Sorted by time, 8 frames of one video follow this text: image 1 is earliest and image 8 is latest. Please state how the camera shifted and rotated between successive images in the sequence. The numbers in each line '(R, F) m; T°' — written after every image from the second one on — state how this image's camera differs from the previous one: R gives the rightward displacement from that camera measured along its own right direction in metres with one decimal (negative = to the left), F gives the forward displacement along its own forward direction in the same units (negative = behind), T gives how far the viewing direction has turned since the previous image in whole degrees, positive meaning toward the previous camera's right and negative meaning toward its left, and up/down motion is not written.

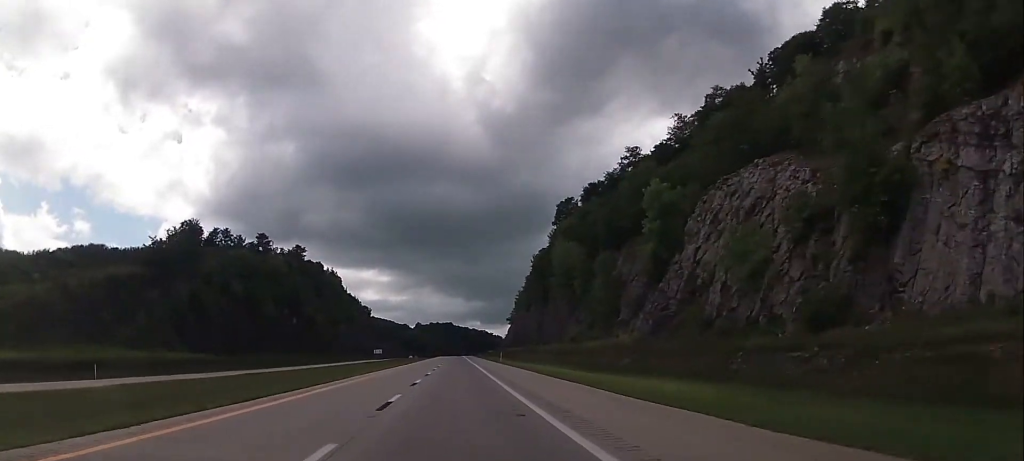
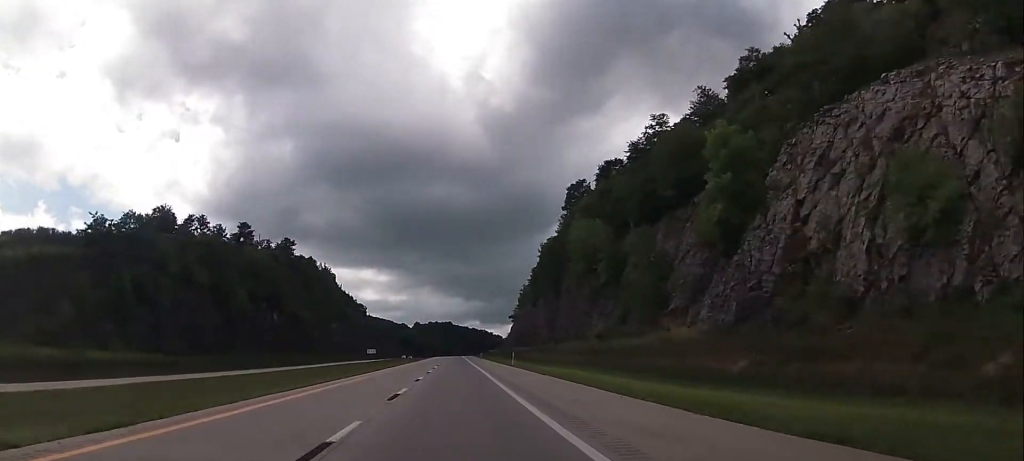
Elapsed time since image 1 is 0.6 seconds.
(0.0, +20.9) m; 0°
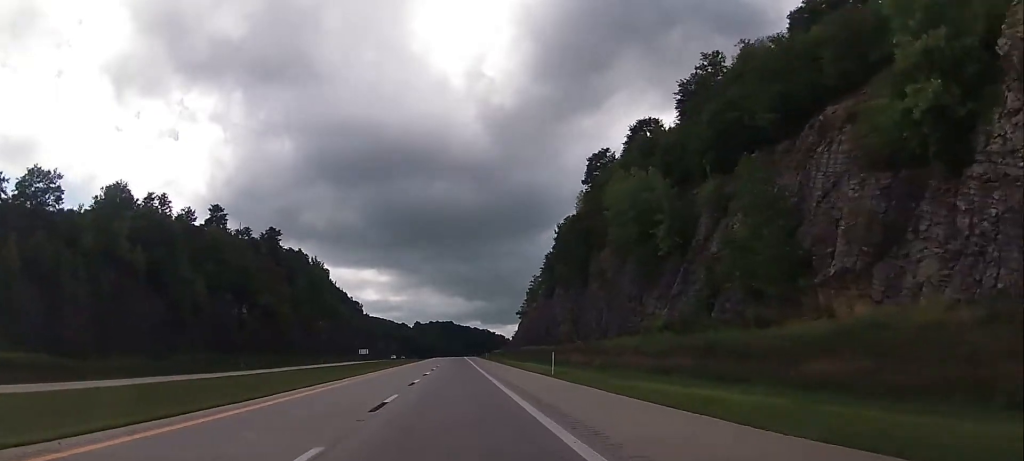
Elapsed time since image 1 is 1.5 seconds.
(+0.2, +28.5) m; 0°
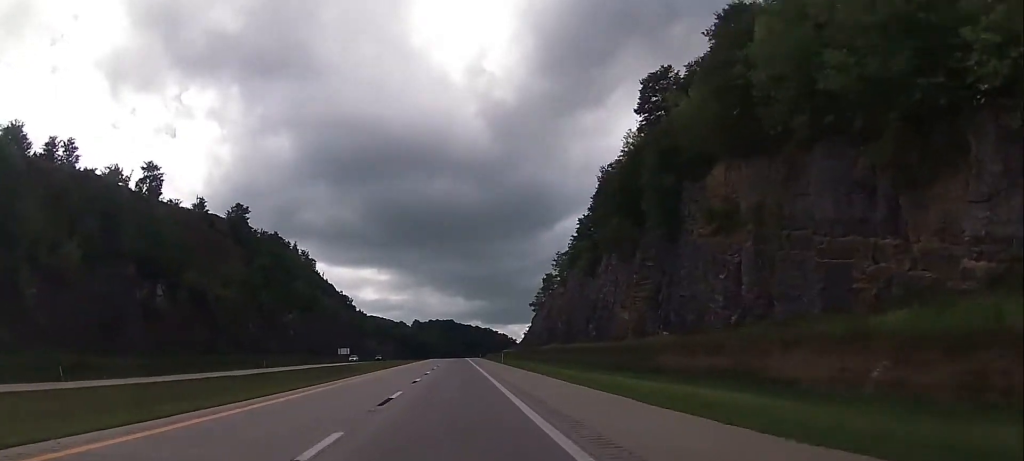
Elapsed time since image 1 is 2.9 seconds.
(-0.2, +47.2) m; 0°
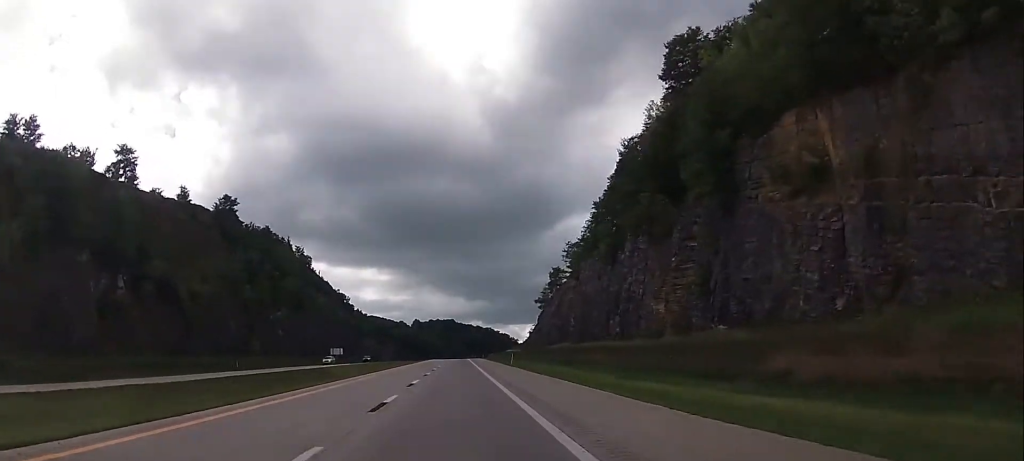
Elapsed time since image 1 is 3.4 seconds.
(+0.1, +14.3) m; 0°
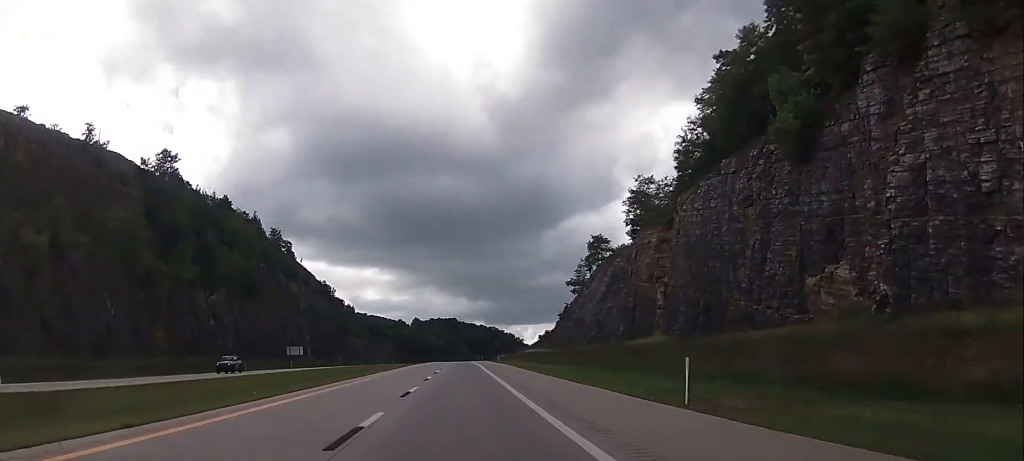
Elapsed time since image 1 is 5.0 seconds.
(0.0, +54.8) m; 0°
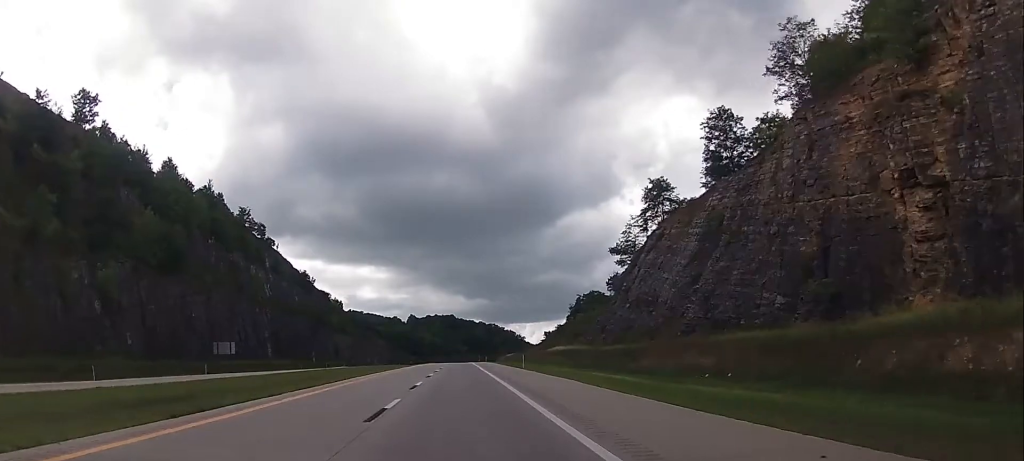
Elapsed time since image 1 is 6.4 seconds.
(+0.3, +44.9) m; -1°
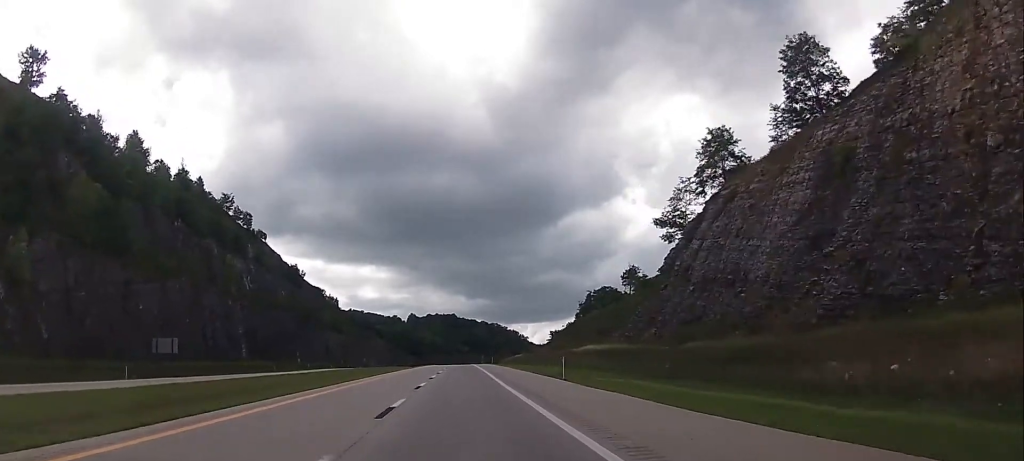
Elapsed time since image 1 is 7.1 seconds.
(-0.2, +23.0) m; 0°
